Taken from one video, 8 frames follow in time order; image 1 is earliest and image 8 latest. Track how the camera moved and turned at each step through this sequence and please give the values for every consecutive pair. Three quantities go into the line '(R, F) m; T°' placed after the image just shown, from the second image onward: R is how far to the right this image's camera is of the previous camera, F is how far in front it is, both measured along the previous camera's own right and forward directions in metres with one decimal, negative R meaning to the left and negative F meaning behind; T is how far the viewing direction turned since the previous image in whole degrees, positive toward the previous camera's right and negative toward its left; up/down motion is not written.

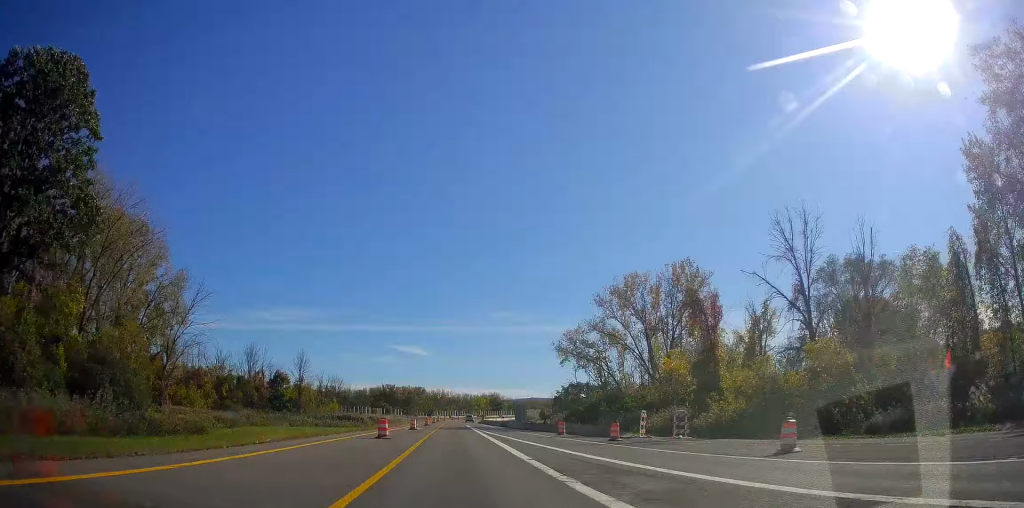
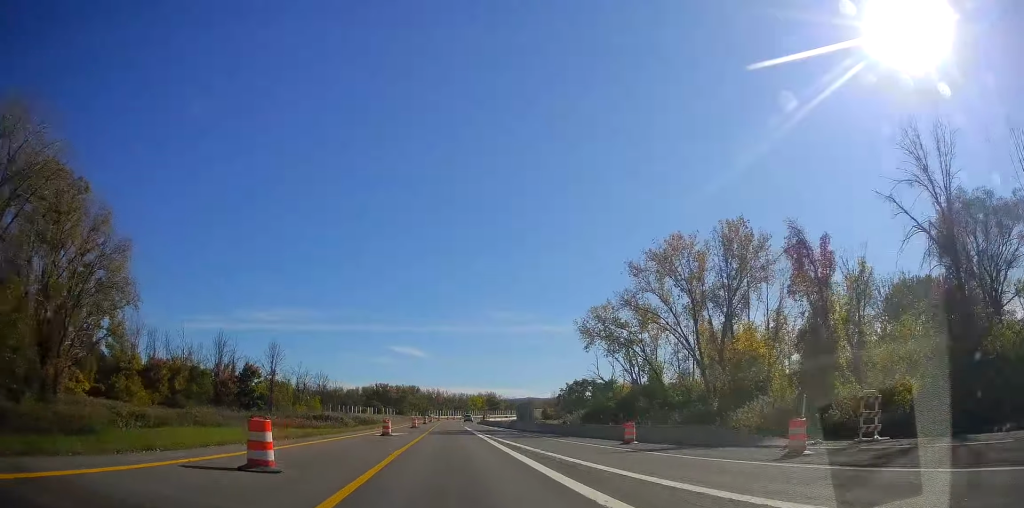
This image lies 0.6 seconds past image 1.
(-0.1, +18.2) m; 0°
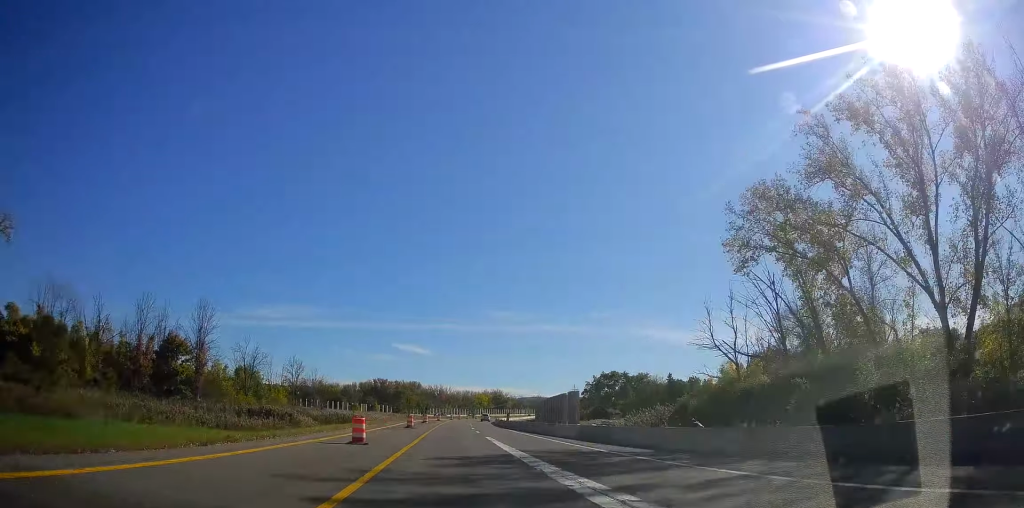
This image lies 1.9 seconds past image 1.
(+0.1, +36.7) m; 0°
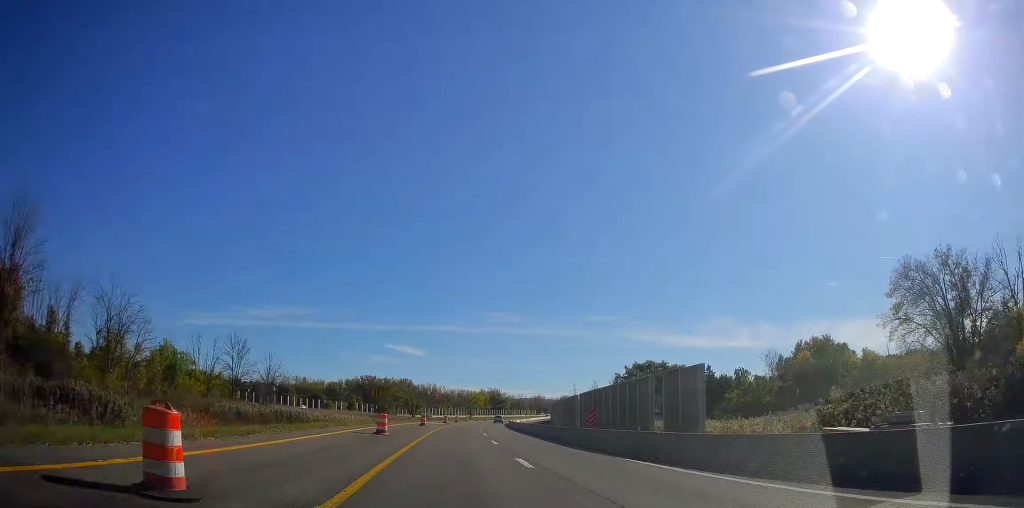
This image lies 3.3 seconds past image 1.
(0.0, +39.8) m; 0°
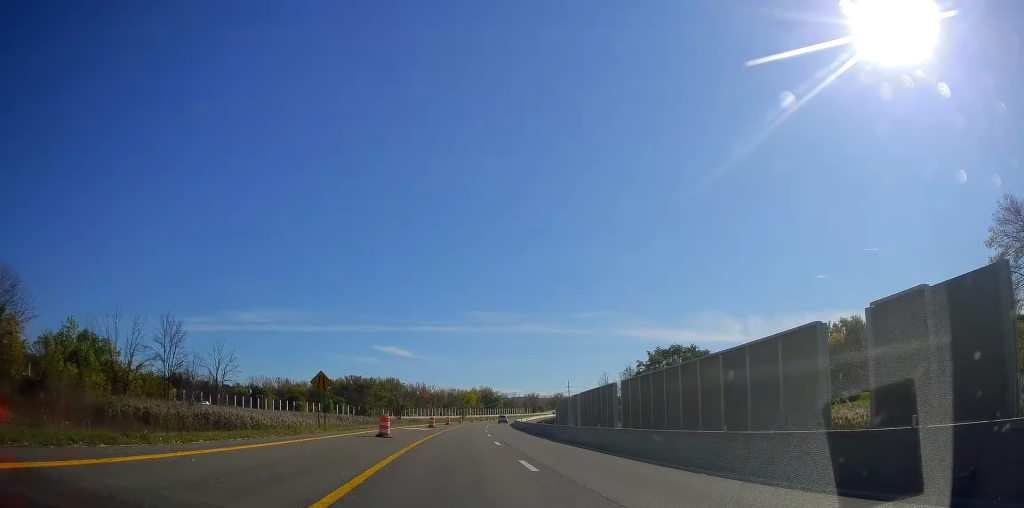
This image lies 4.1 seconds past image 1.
(0.0, +25.3) m; 0°
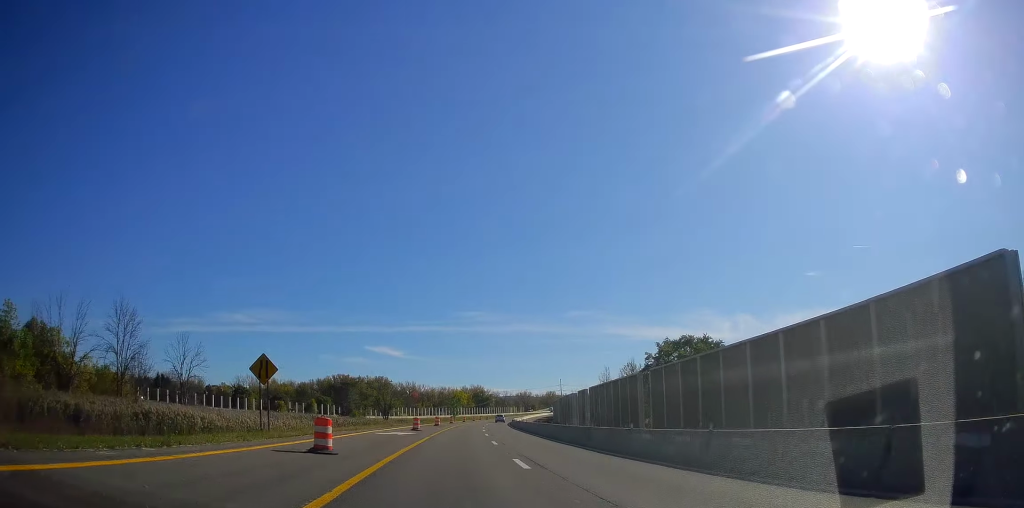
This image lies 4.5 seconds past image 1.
(0.0, +11.7) m; 0°
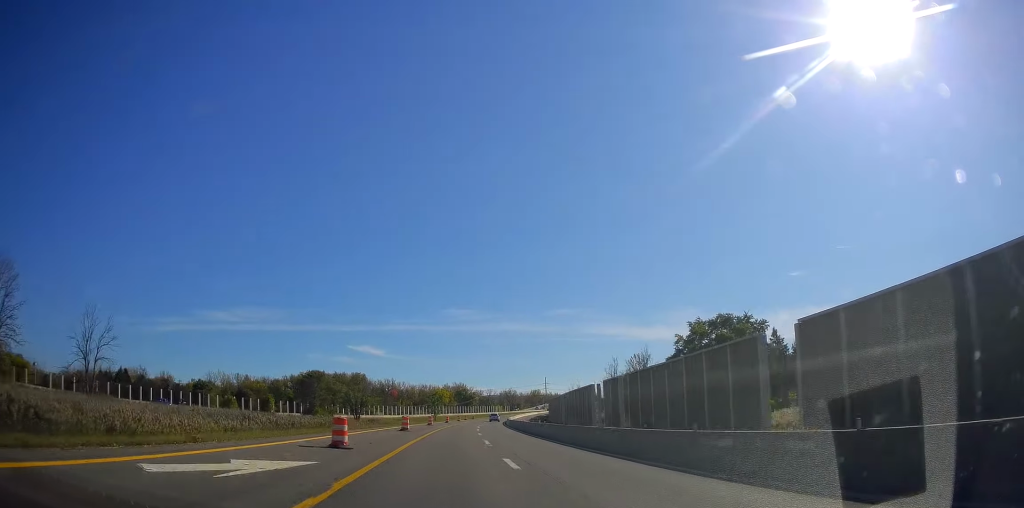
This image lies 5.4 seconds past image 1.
(-0.1, +24.4) m; 0°
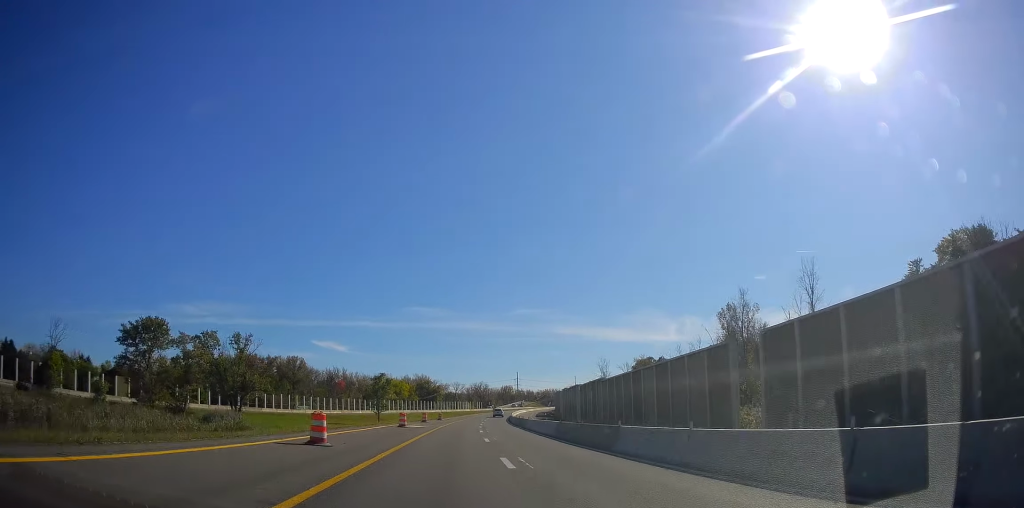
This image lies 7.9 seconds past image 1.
(+3.9, +74.9) m; +6°
